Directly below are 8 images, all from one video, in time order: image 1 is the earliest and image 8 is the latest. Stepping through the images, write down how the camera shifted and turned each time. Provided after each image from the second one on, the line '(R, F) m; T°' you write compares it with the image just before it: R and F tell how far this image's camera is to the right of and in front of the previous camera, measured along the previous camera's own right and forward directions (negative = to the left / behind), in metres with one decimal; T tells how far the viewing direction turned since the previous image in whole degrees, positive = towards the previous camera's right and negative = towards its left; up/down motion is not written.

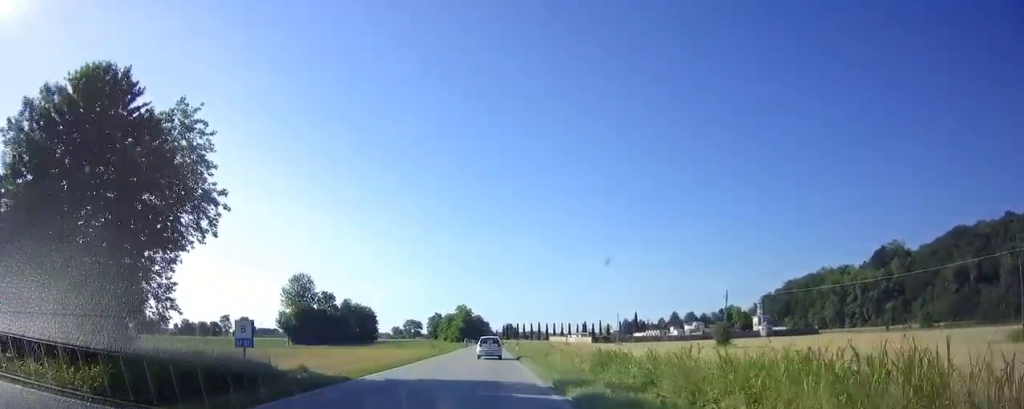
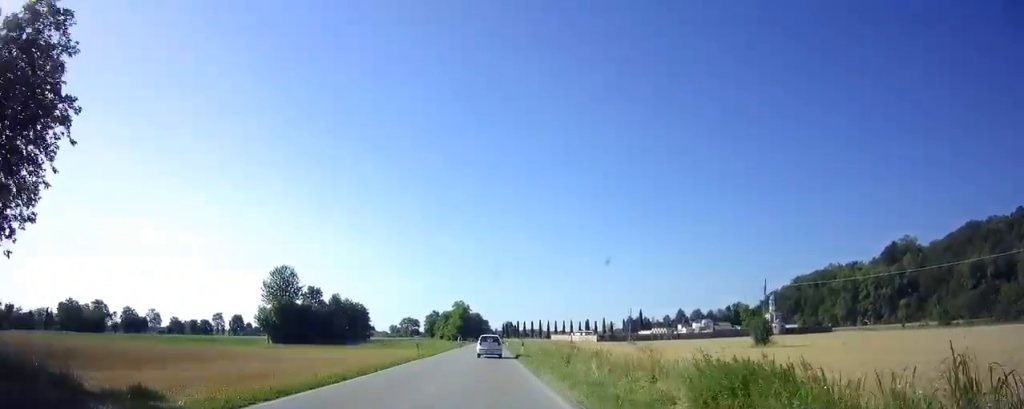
(+0.1, +9.6) m; 0°
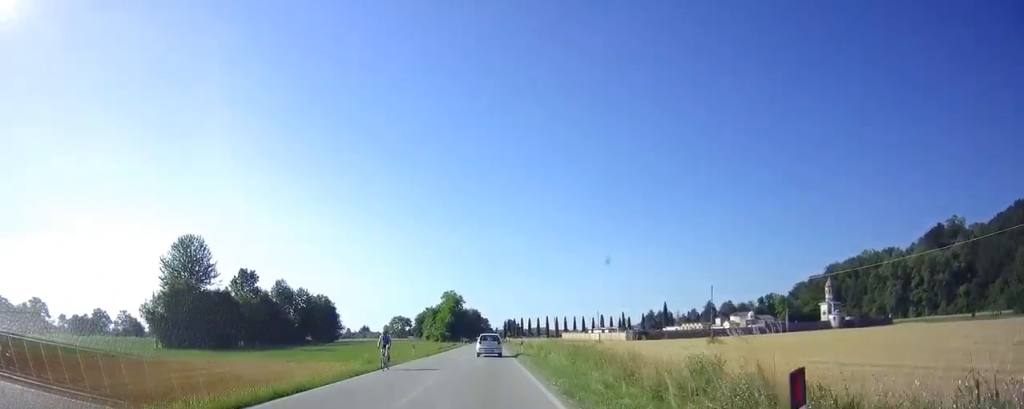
(-0.4, +35.3) m; -1°
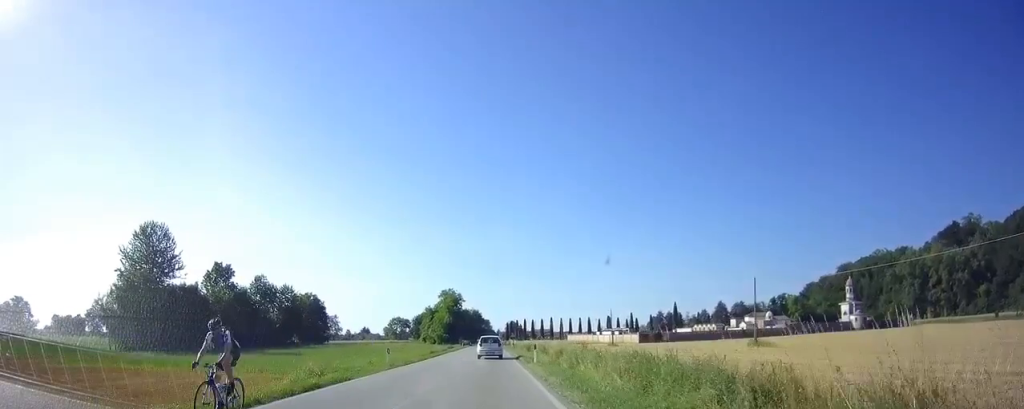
(0.0, +10.2) m; 0°
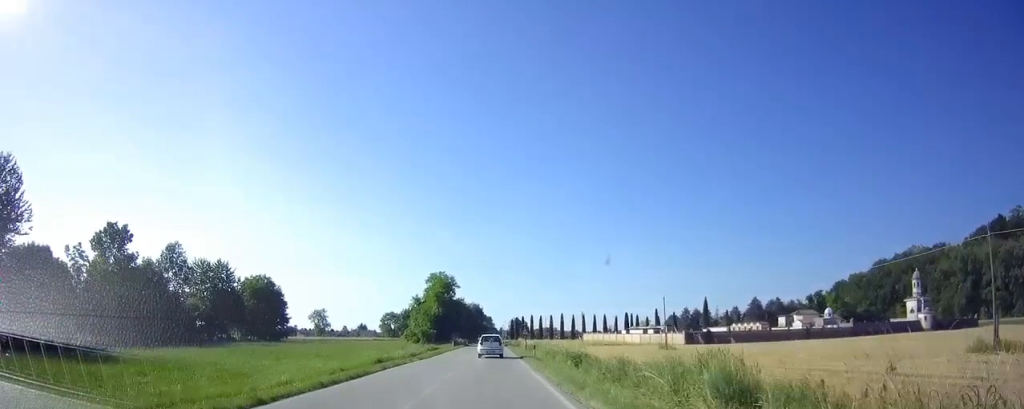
(+0.2, +26.2) m; 0°
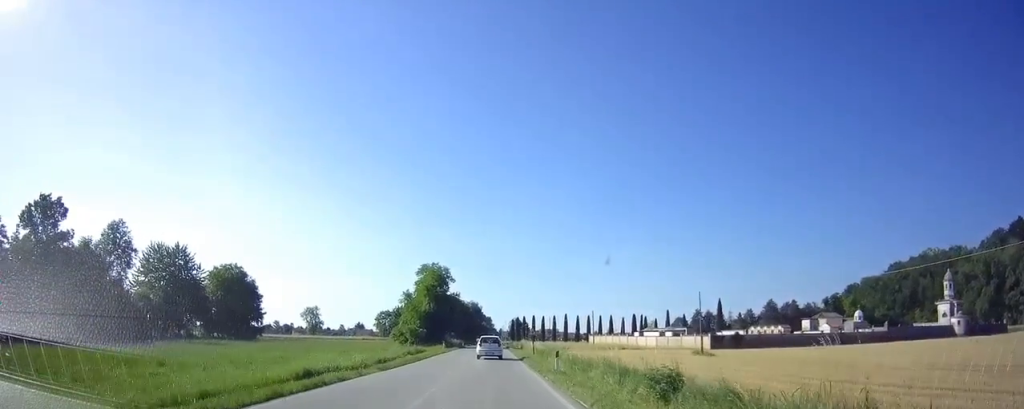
(0.0, +11.3) m; 0°
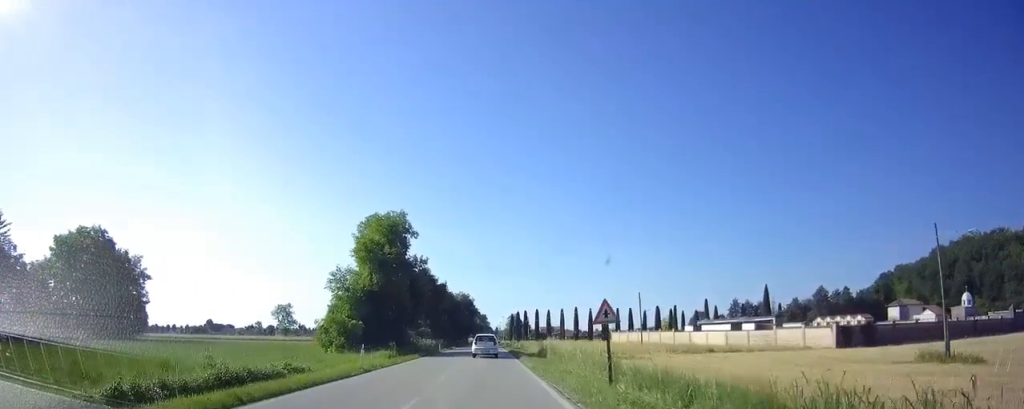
(0.0, +32.4) m; 0°
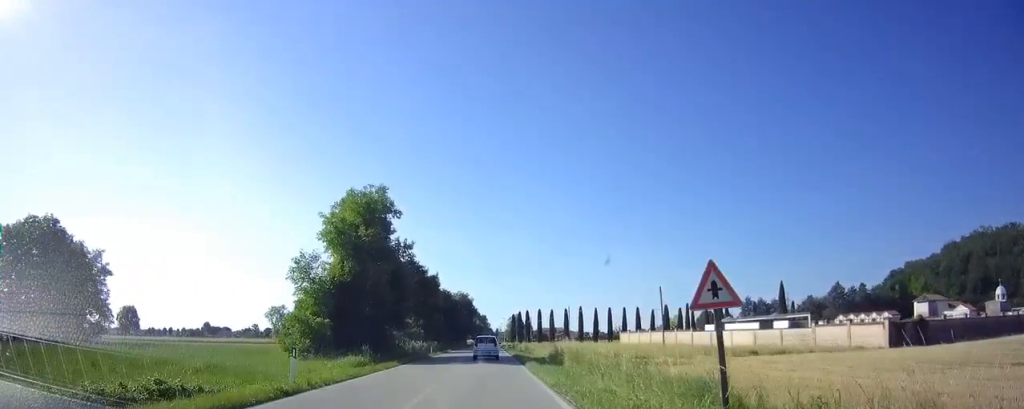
(0.0, +8.2) m; 0°
